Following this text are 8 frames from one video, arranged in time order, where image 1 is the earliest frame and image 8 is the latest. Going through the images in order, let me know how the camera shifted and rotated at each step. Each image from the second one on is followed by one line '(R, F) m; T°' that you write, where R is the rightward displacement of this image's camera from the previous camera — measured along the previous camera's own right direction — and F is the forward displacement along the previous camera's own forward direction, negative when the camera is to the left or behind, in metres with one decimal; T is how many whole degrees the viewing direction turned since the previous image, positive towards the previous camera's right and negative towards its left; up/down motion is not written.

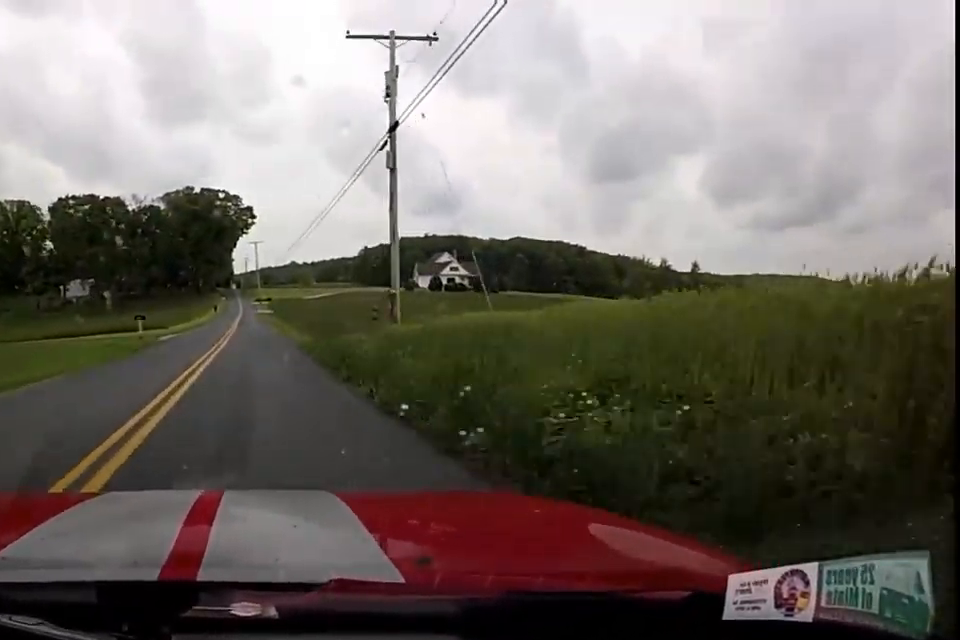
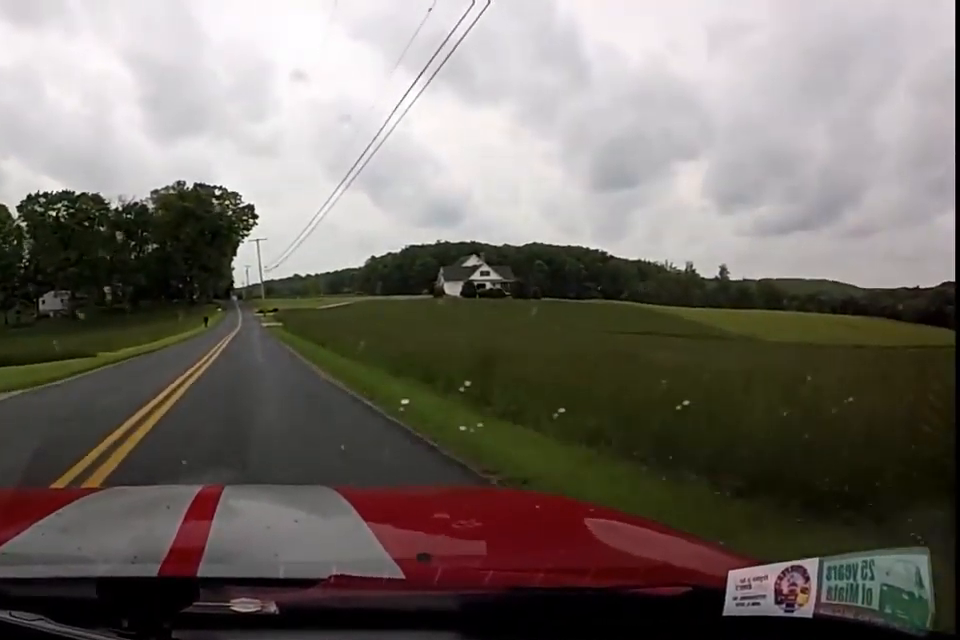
(-0.5, +22.5) m; -1°
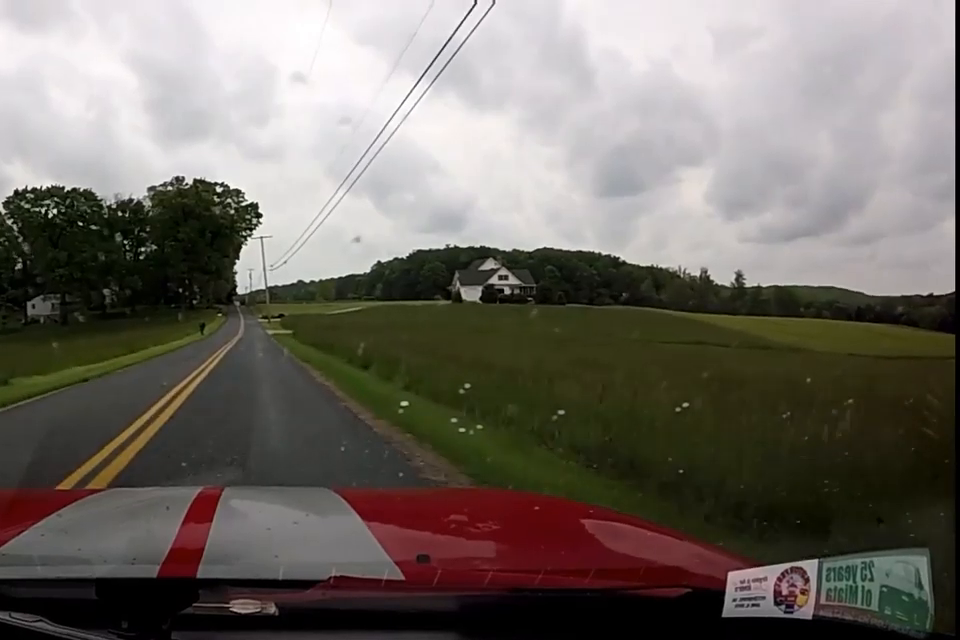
(-0.1, +9.4) m; 0°
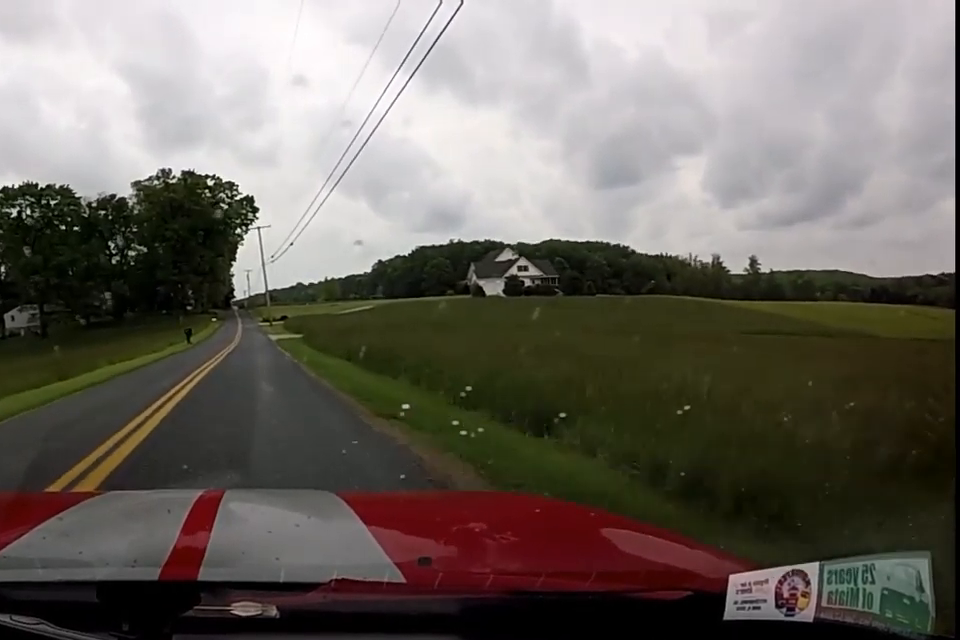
(+0.4, +12.2) m; +1°
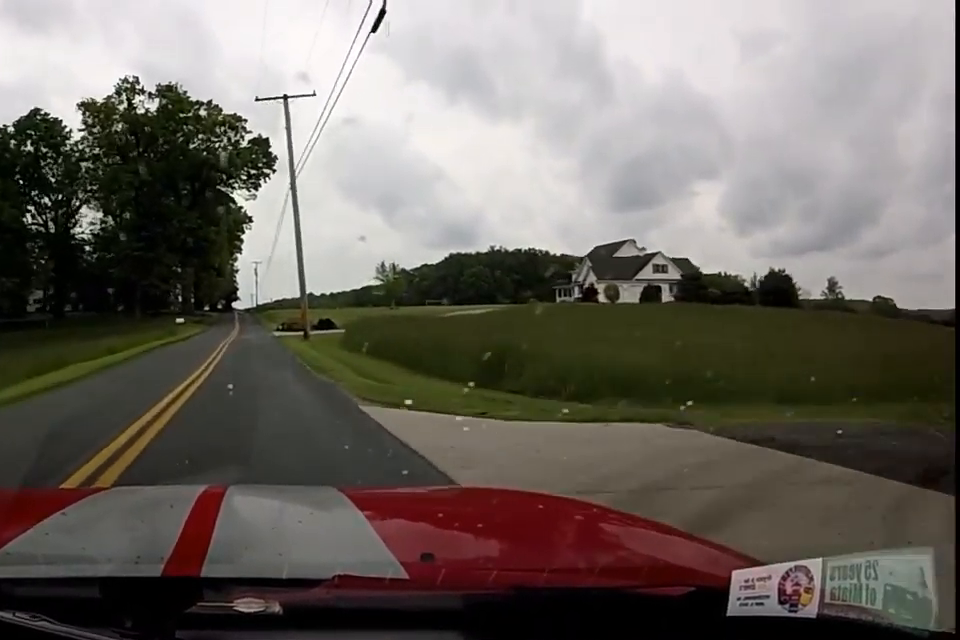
(-1.0, +45.5) m; -2°
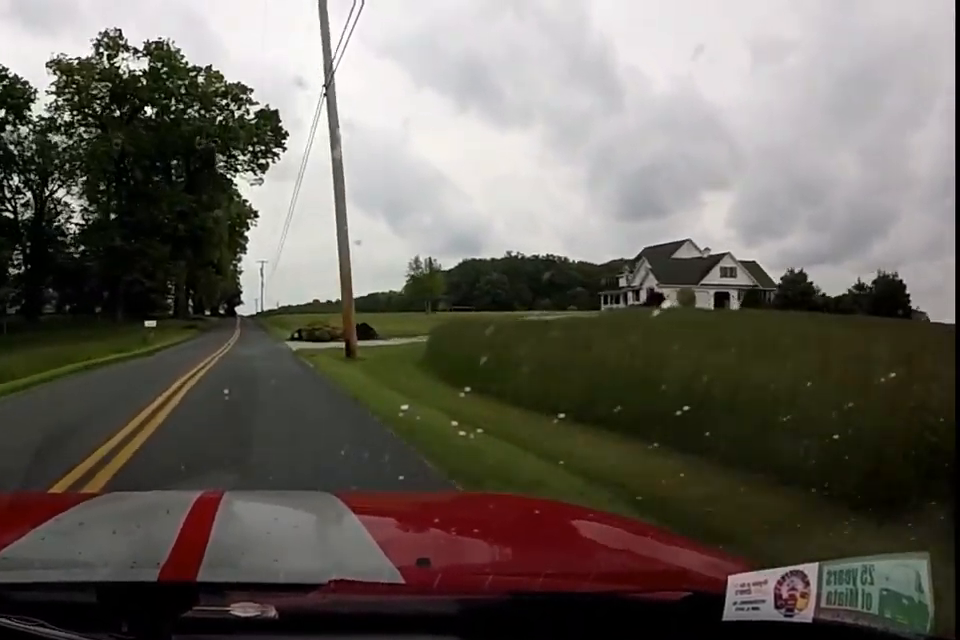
(+0.5, +13.2) m; 0°
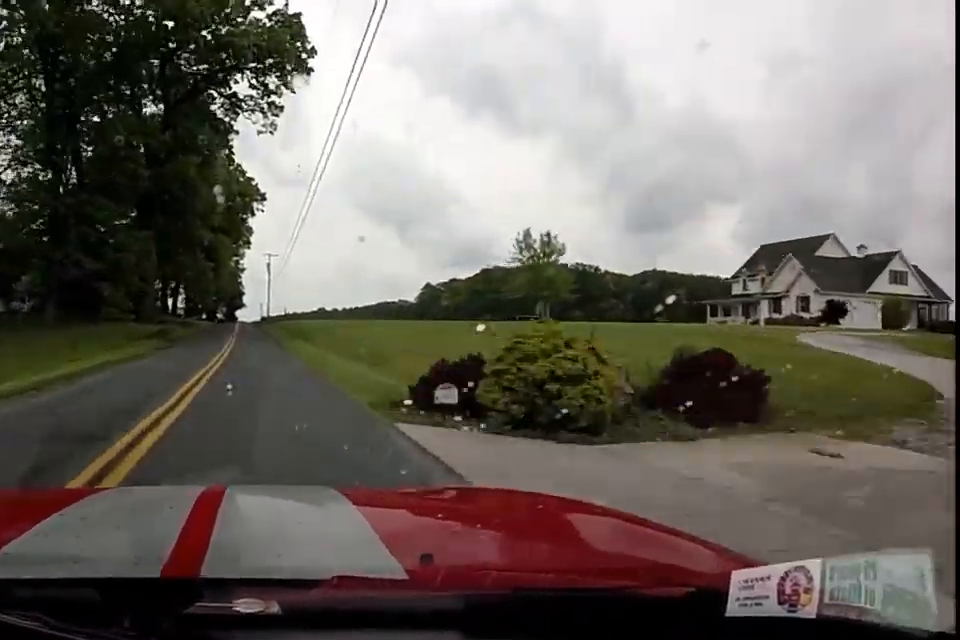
(-0.5, +23.5) m; -2°
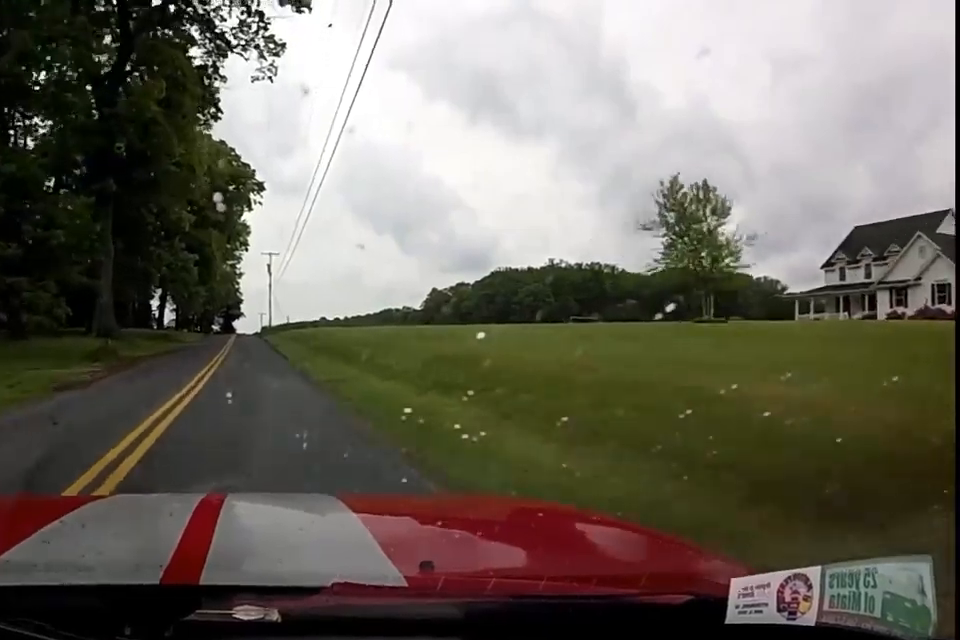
(0.0, +13.5) m; +1°
